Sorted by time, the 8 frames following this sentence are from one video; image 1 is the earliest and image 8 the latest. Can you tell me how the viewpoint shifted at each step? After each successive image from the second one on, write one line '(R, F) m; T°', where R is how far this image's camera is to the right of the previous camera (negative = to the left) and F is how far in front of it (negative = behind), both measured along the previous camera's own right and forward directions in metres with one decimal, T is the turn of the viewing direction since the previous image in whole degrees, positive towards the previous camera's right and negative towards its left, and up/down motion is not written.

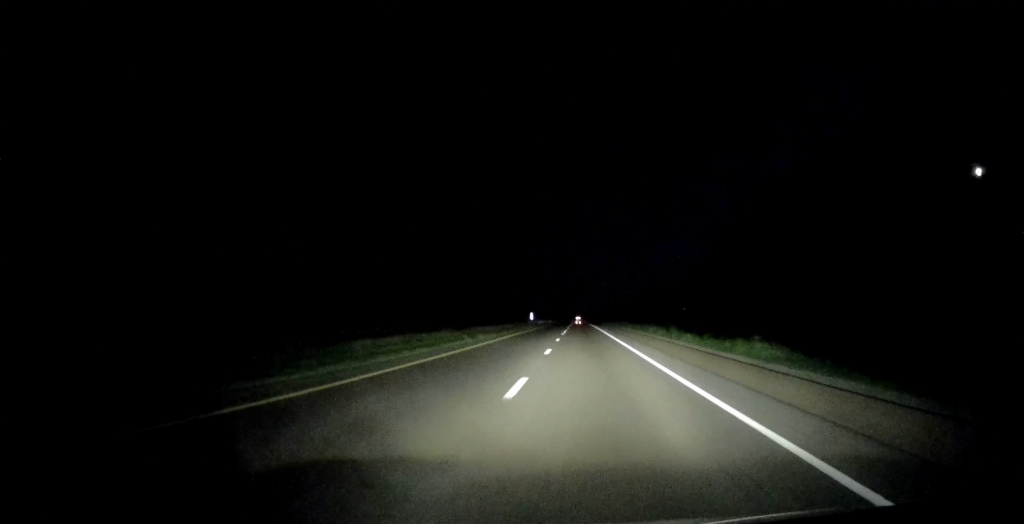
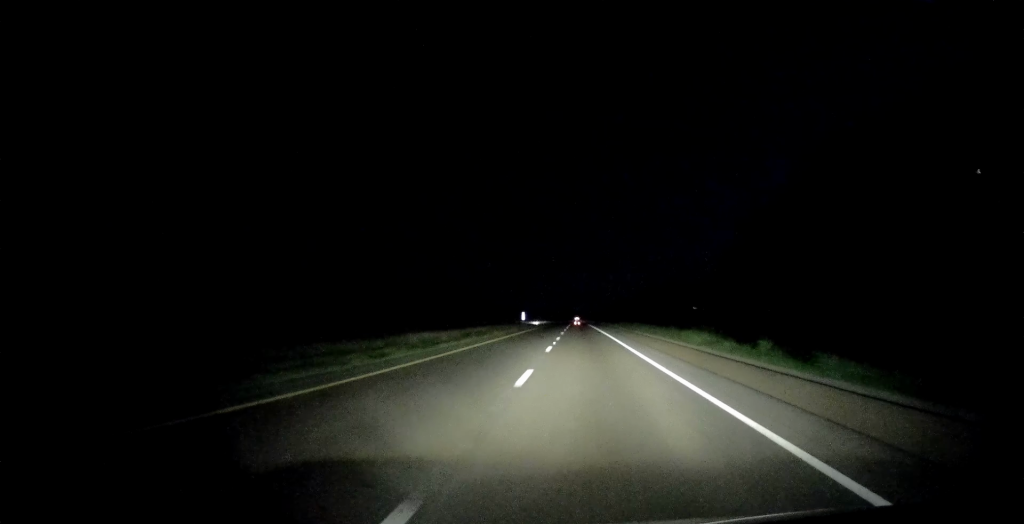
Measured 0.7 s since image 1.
(+0.1, +22.0) m; 0°
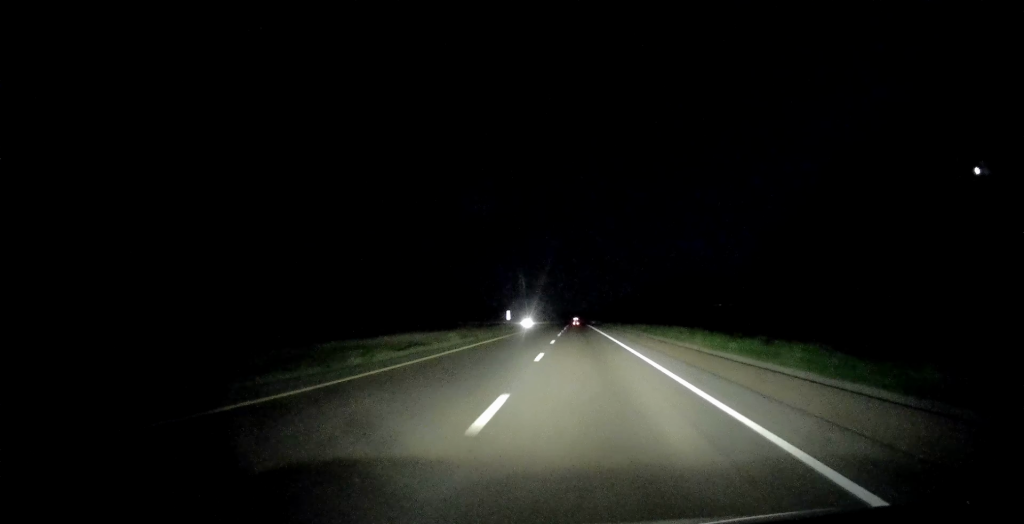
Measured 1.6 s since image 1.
(+0.2, +29.4) m; 0°
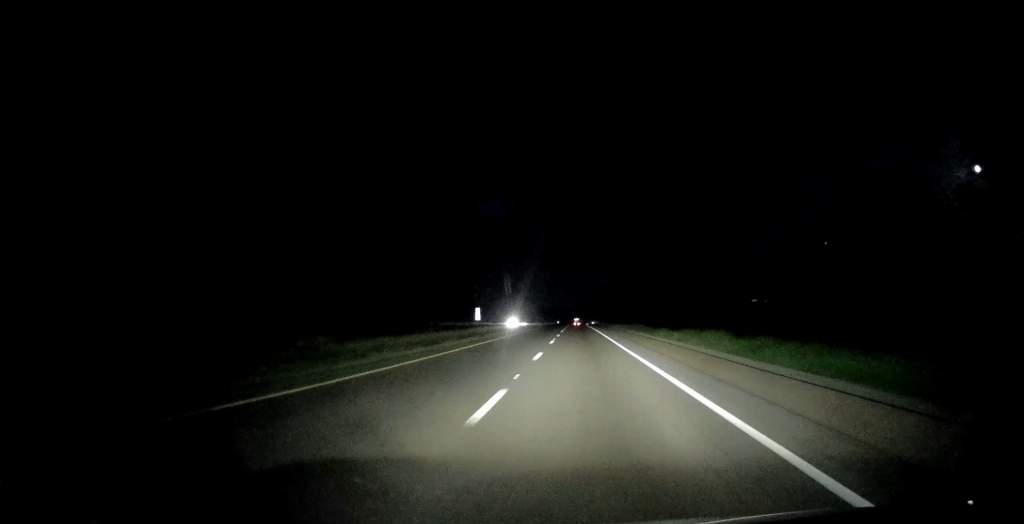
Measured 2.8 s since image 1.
(-0.1, +35.7) m; -1°
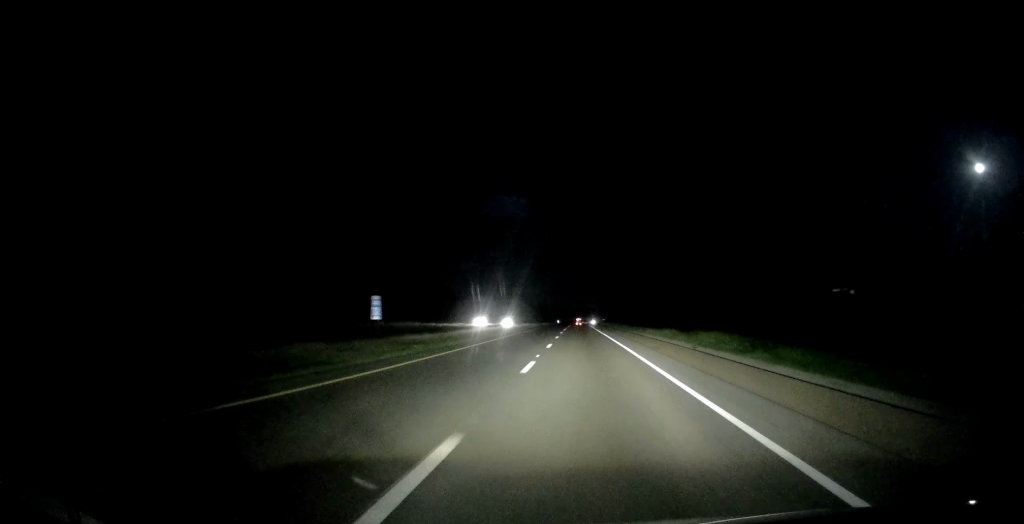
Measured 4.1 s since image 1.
(-0.1, +40.9) m; 0°
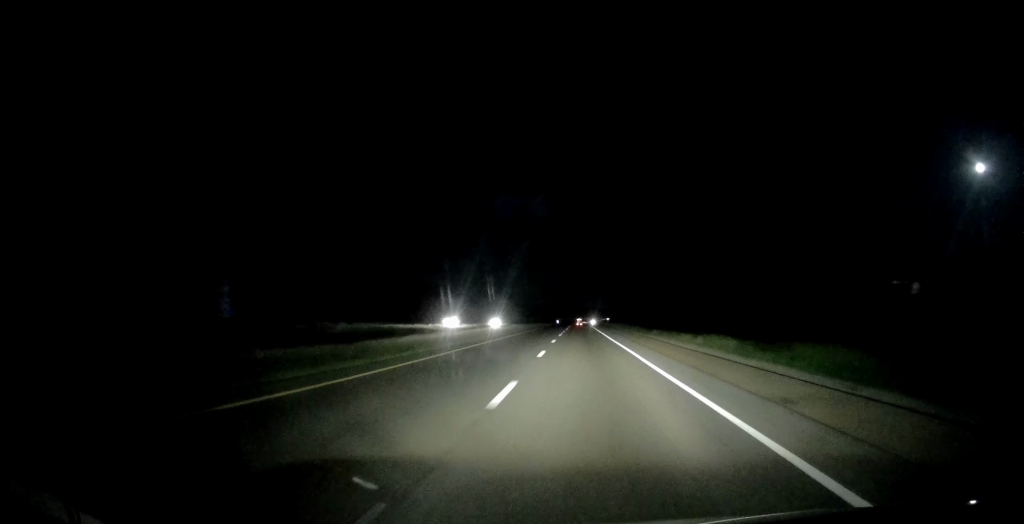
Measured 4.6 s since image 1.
(+0.2, +17.9) m; 0°
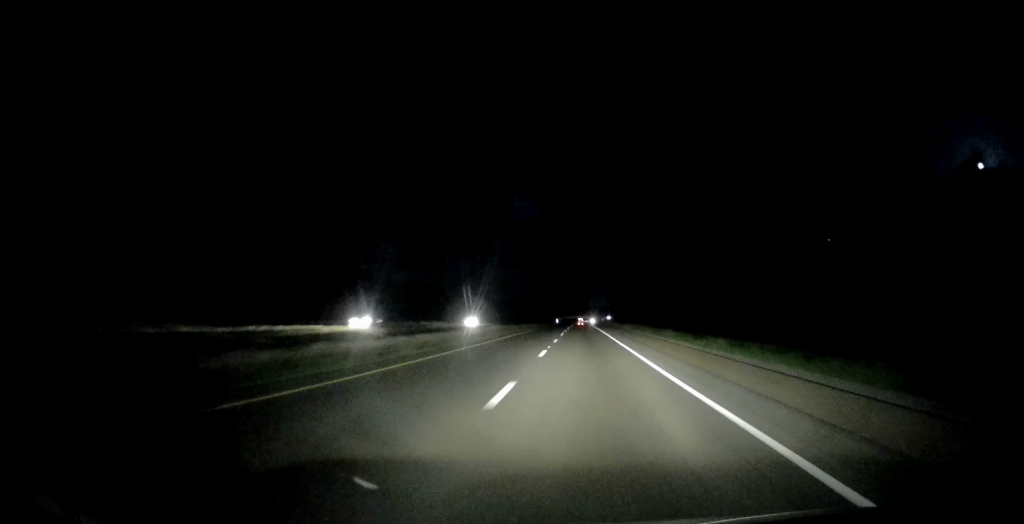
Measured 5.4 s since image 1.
(0.0, +24.3) m; -1°
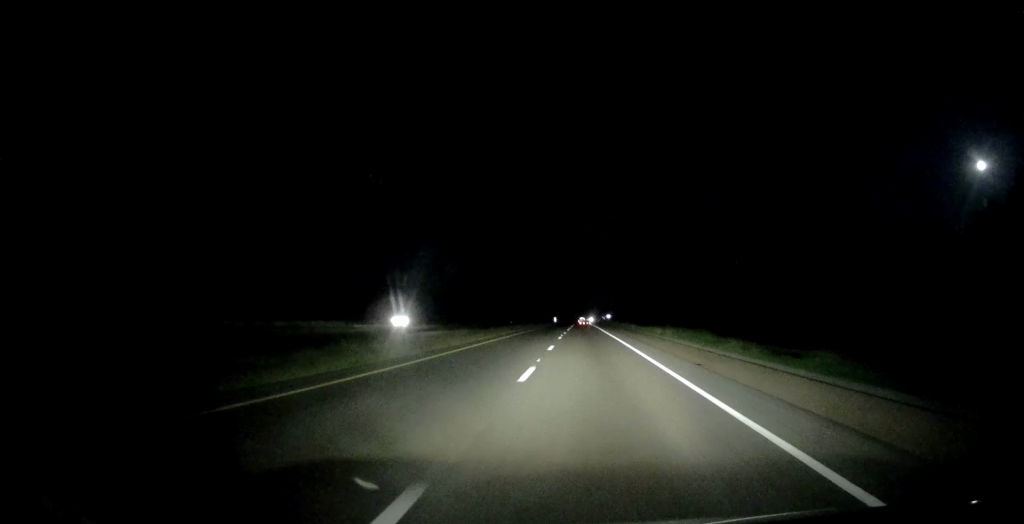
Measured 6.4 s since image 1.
(-0.4, +32.6) m; -1°
